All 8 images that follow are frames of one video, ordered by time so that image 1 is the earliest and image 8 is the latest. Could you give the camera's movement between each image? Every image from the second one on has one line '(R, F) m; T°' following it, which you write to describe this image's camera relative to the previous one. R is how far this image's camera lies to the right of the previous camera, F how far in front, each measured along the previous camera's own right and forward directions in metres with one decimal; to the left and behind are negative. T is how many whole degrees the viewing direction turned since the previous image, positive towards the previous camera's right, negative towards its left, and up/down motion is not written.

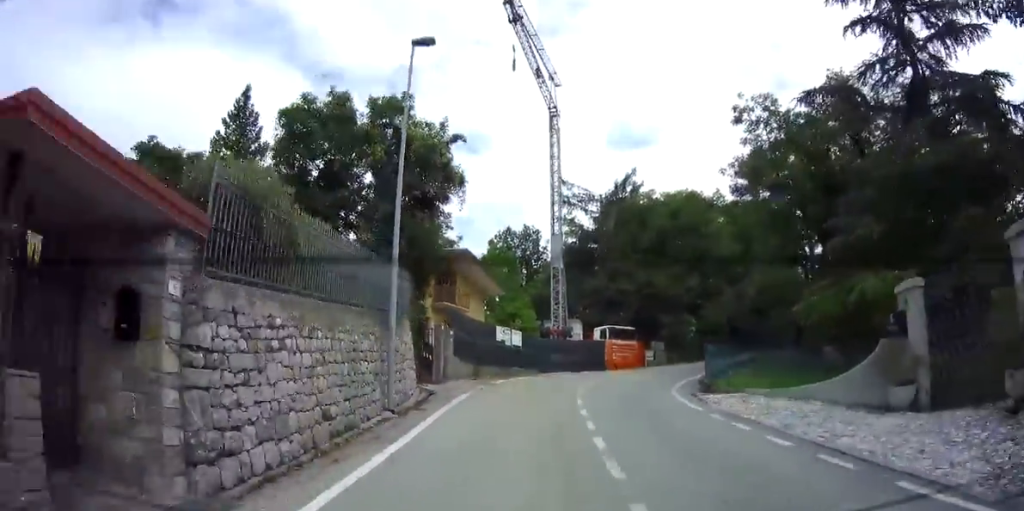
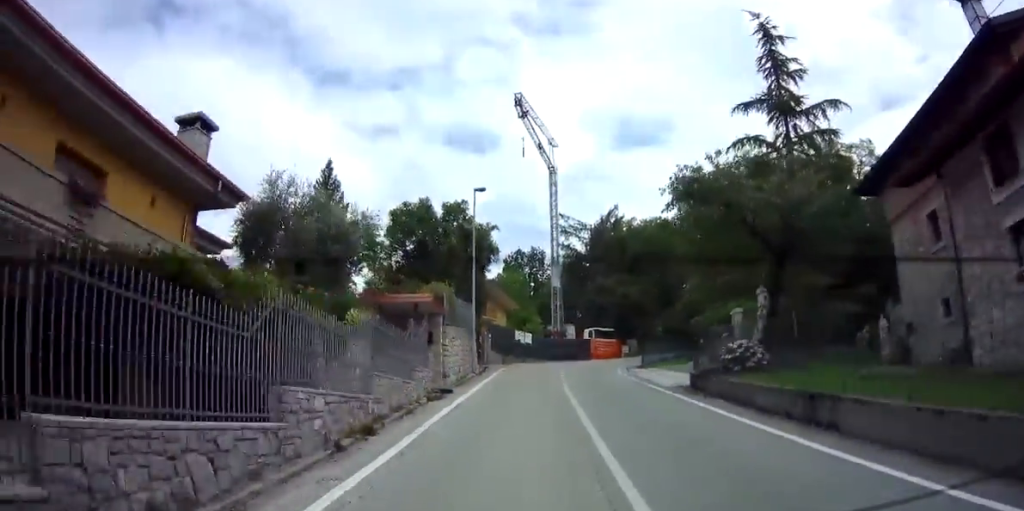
(+1.4, +14.3) m; +6°
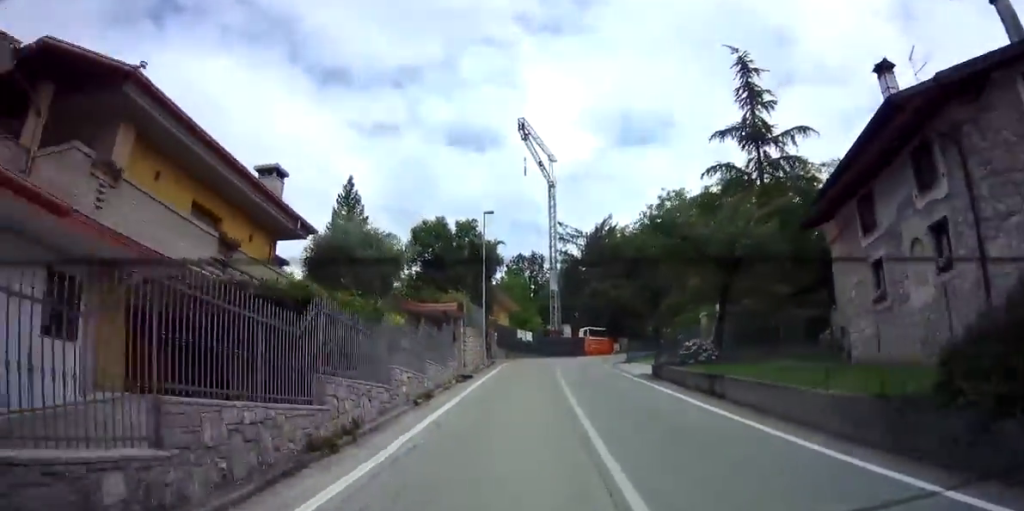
(-0.1, +5.4) m; +1°
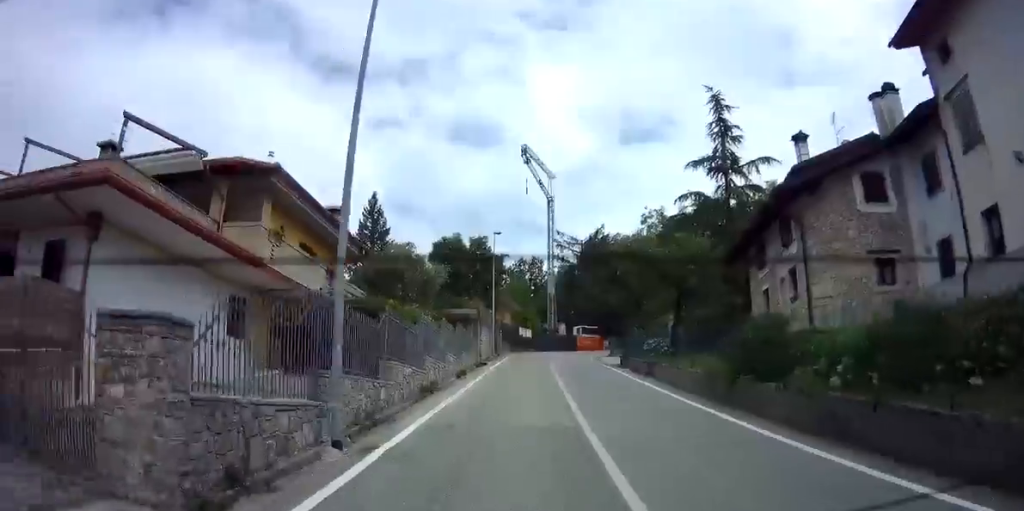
(+0.2, +7.8) m; +2°
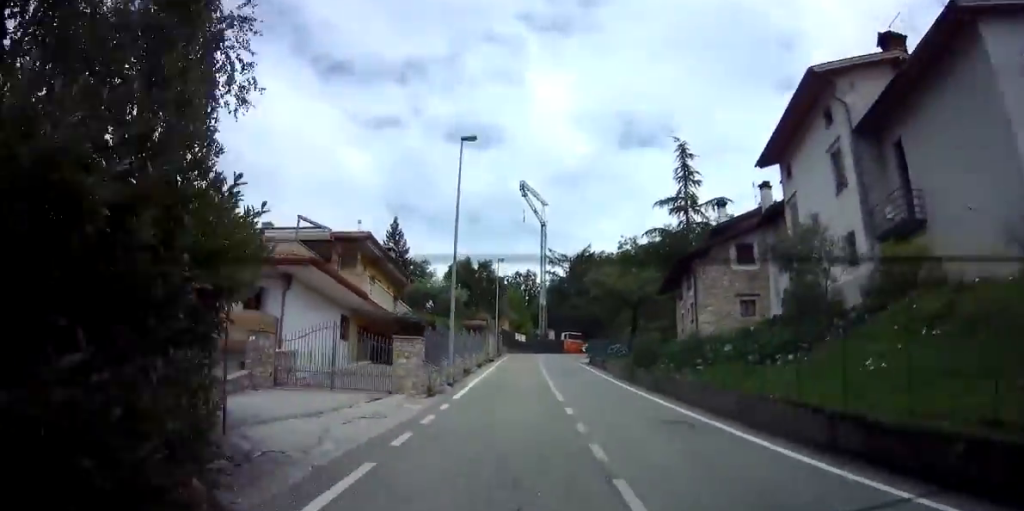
(+0.2, +12.0) m; +1°
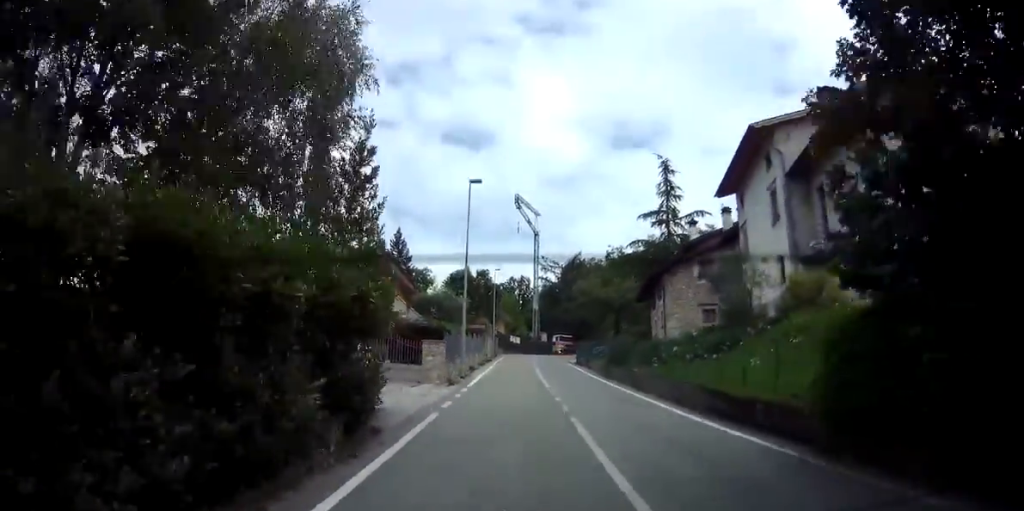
(0.0, +5.3) m; 0°
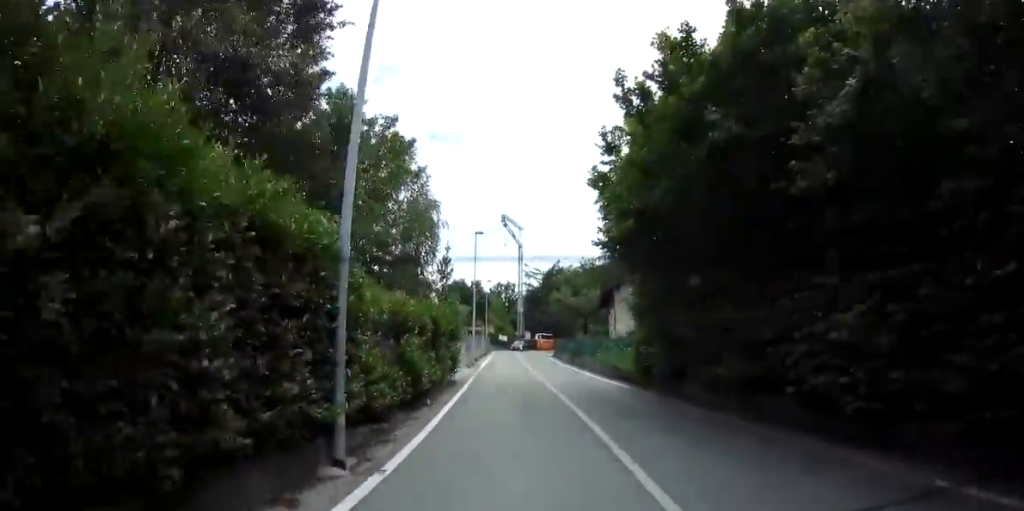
(-0.2, +12.5) m; 0°
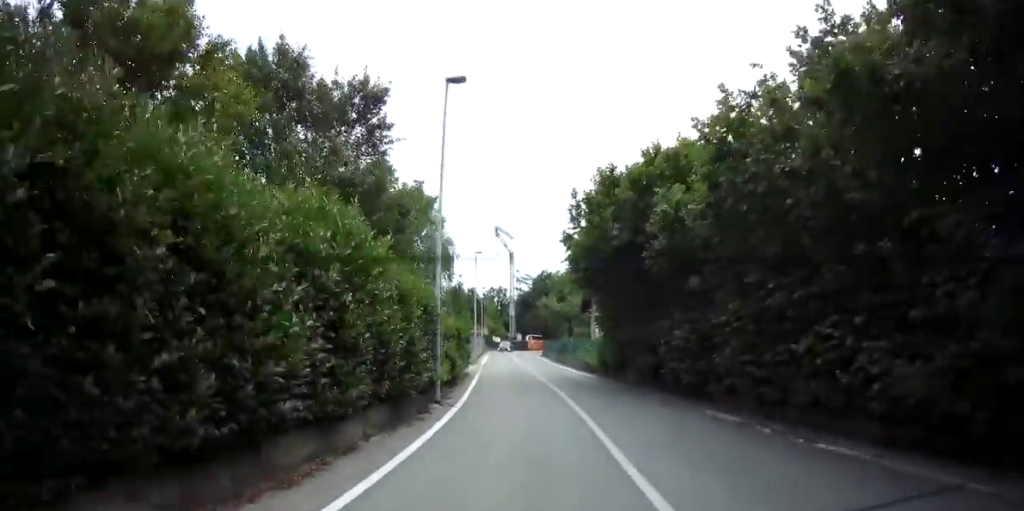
(-0.1, +7.7) m; +1°
